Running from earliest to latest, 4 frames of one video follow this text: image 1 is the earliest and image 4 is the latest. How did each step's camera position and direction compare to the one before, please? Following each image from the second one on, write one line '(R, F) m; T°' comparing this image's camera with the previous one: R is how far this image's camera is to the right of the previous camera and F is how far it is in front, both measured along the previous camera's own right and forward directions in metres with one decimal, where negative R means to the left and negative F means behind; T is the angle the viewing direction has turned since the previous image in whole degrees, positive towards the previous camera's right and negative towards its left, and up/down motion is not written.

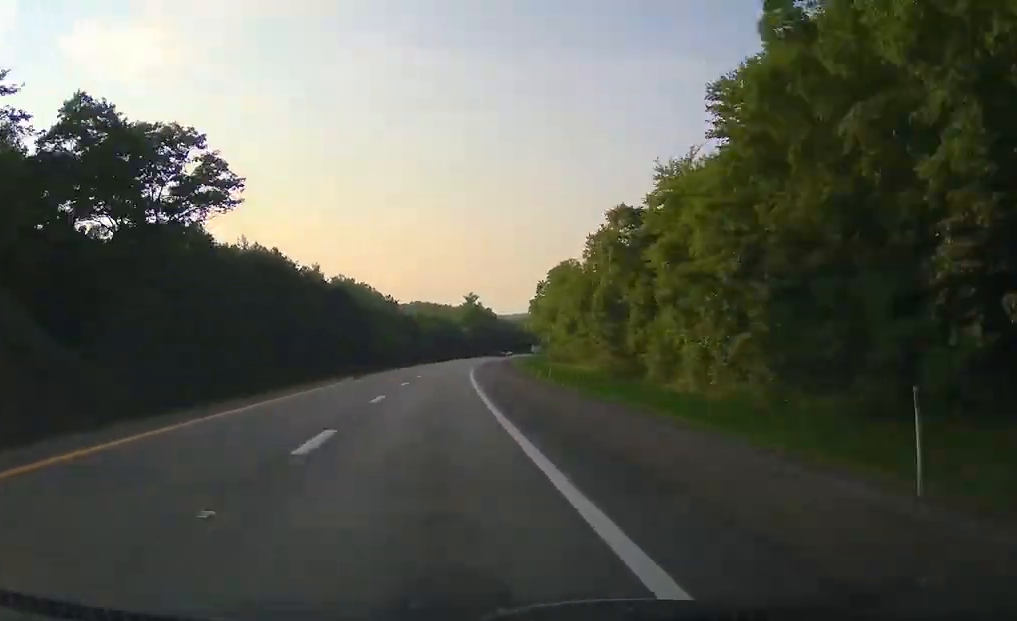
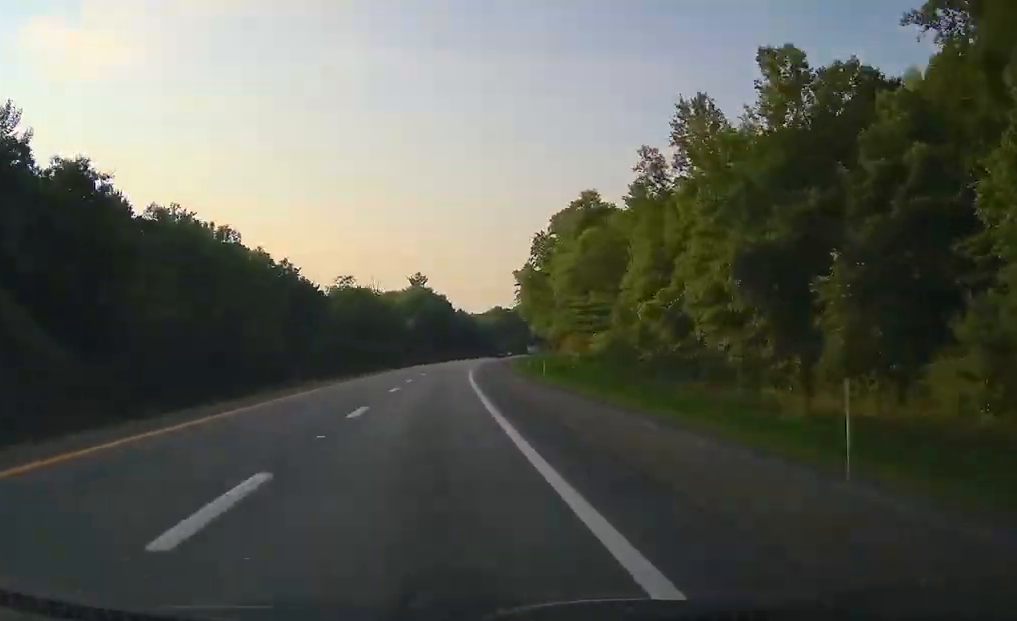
(+3.7, +88.8) m; +4°
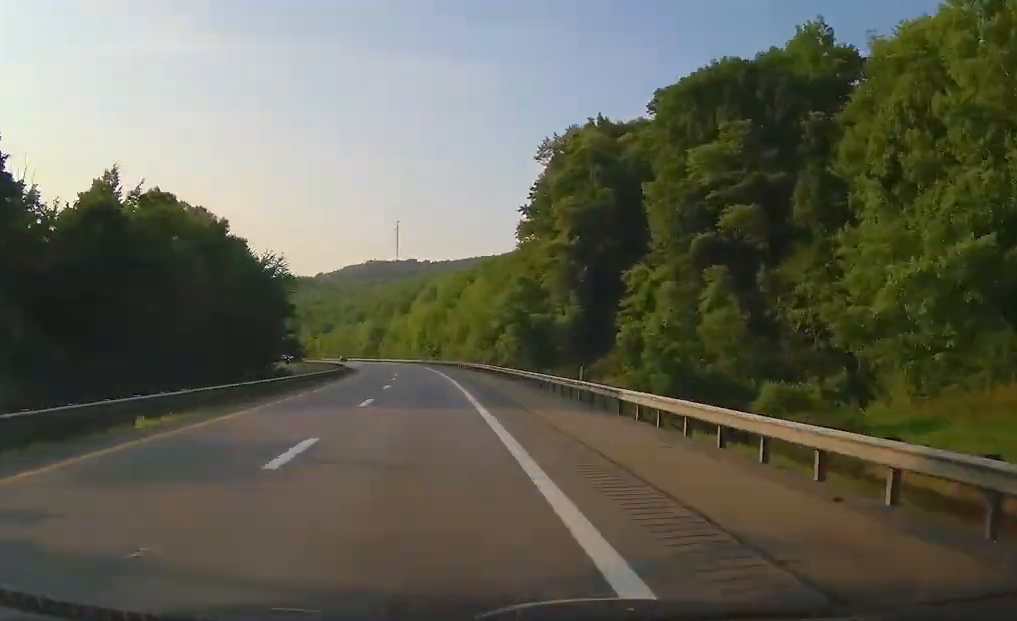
(+113.8, +608.3) m; +8°
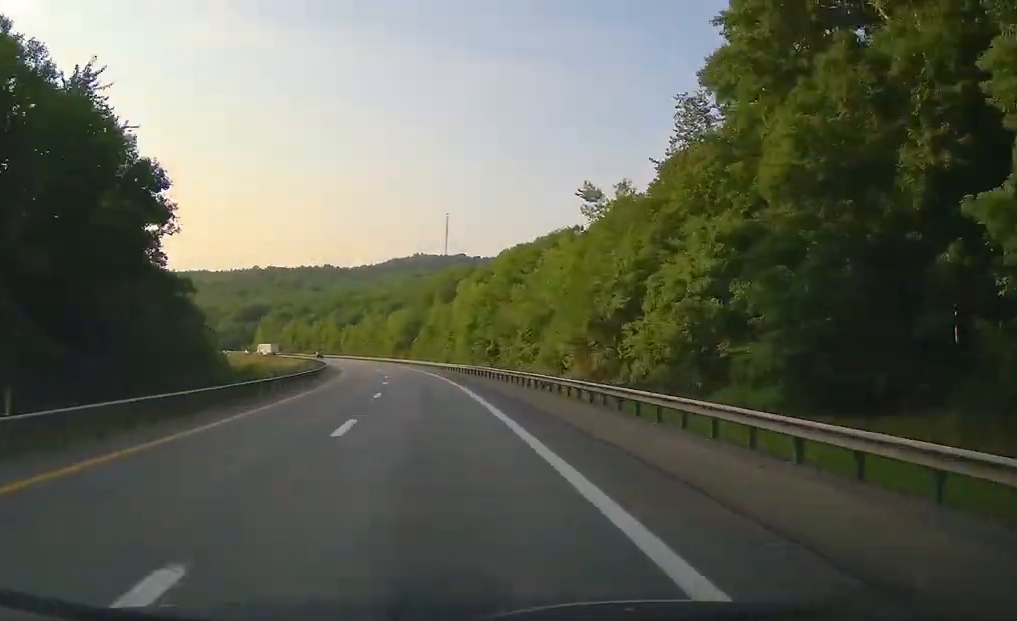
(-2.6, +57.4) m; -5°
